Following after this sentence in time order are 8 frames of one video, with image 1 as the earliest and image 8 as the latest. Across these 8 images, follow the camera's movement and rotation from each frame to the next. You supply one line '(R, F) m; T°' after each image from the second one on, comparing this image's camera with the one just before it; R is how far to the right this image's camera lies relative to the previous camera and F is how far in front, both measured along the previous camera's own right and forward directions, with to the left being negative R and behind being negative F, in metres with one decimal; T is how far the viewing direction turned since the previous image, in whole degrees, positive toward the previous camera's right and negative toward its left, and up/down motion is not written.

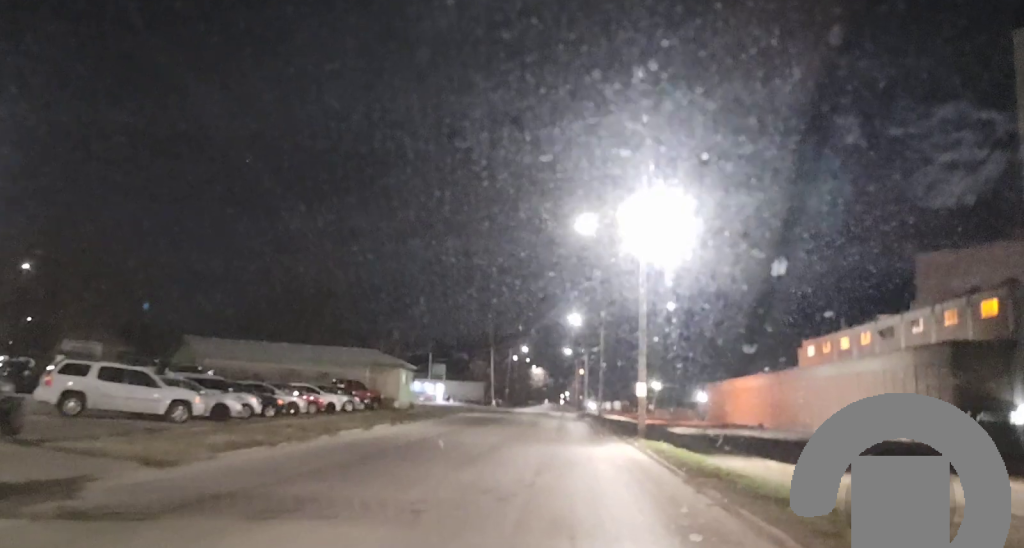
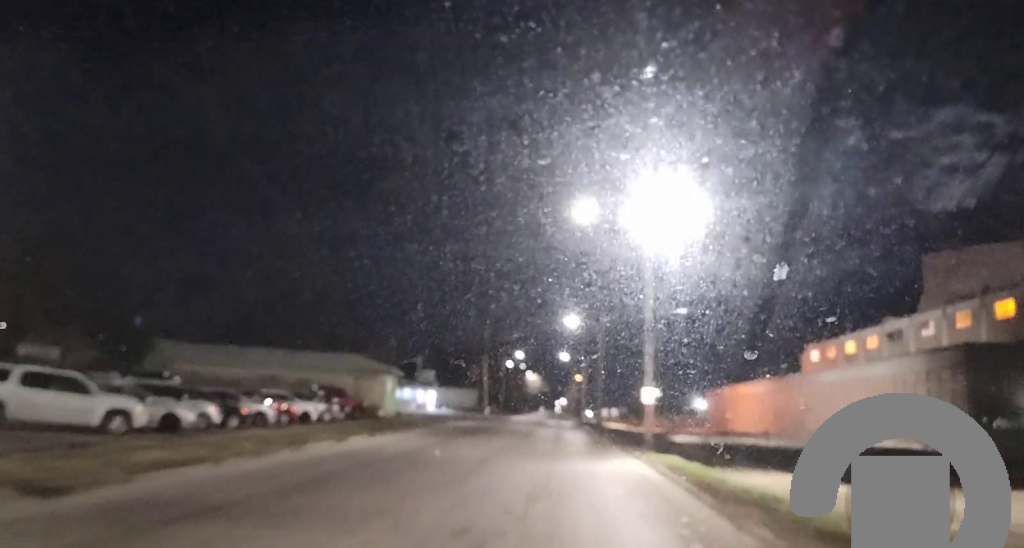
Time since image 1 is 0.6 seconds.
(0.0, +3.3) m; -3°
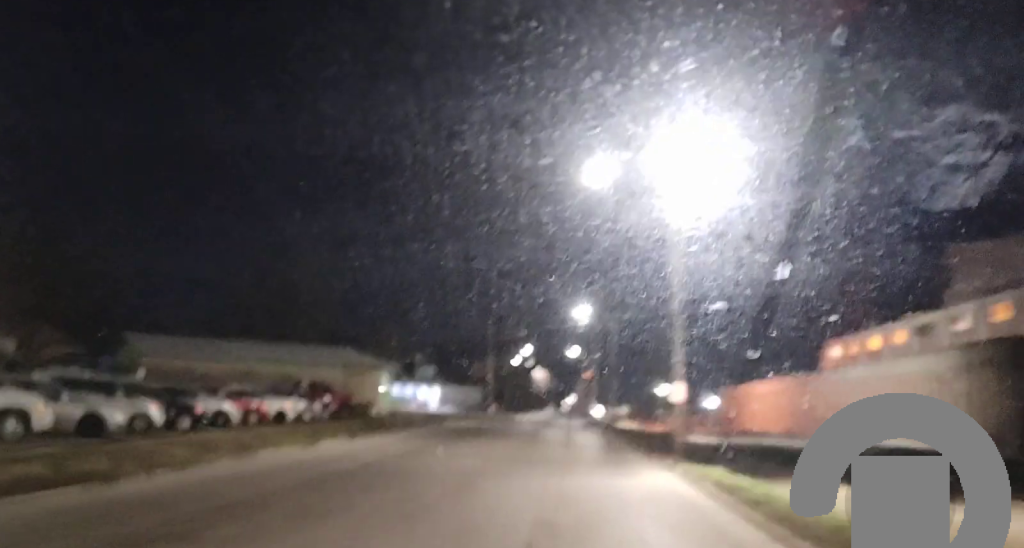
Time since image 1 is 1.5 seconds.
(-0.2, +5.3) m; -4°
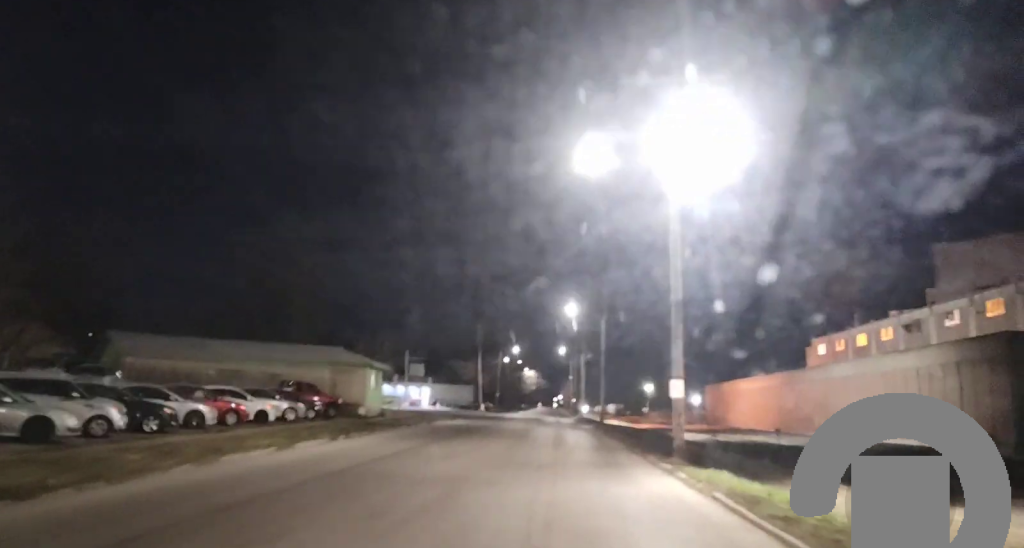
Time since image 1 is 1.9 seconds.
(0.0, +2.5) m; -1°
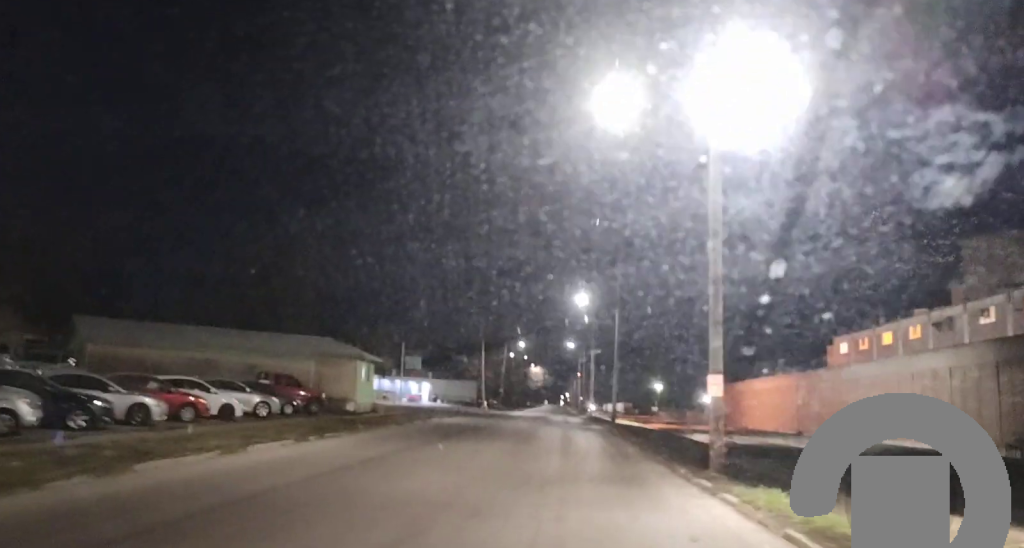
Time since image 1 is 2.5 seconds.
(-0.1, +4.2) m; 0°
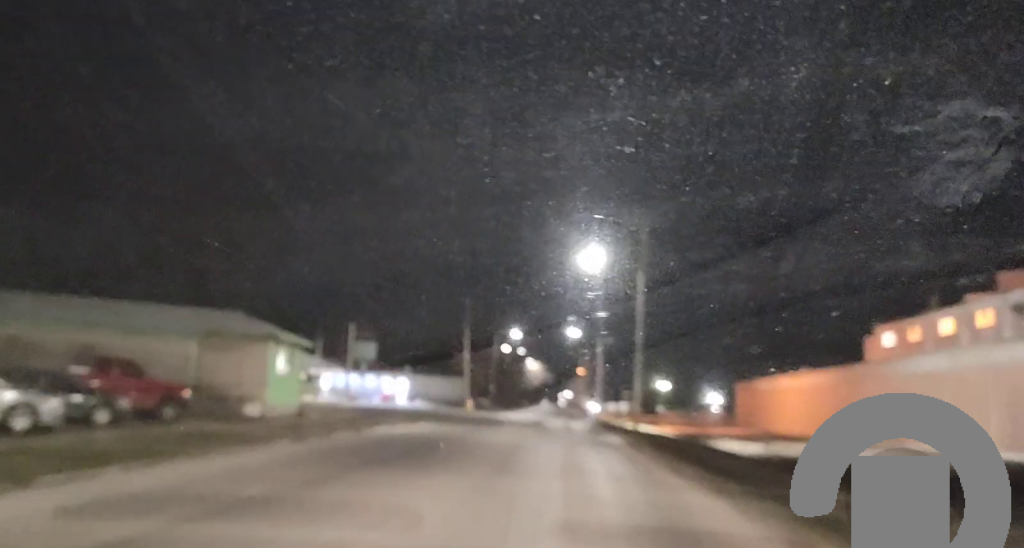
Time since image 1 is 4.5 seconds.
(+0.1, +15.1) m; 0°
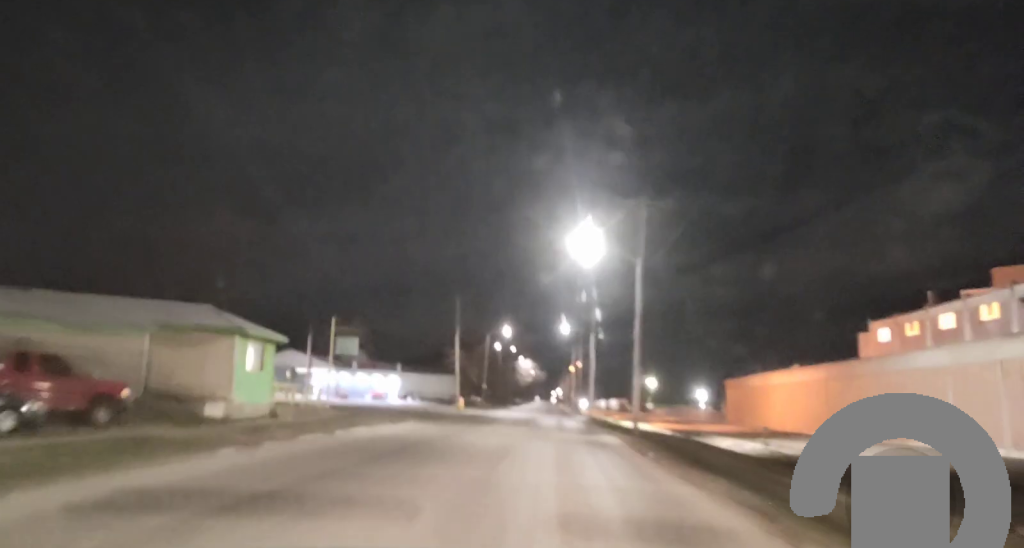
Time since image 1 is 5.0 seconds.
(0.0, +4.5) m; 0°
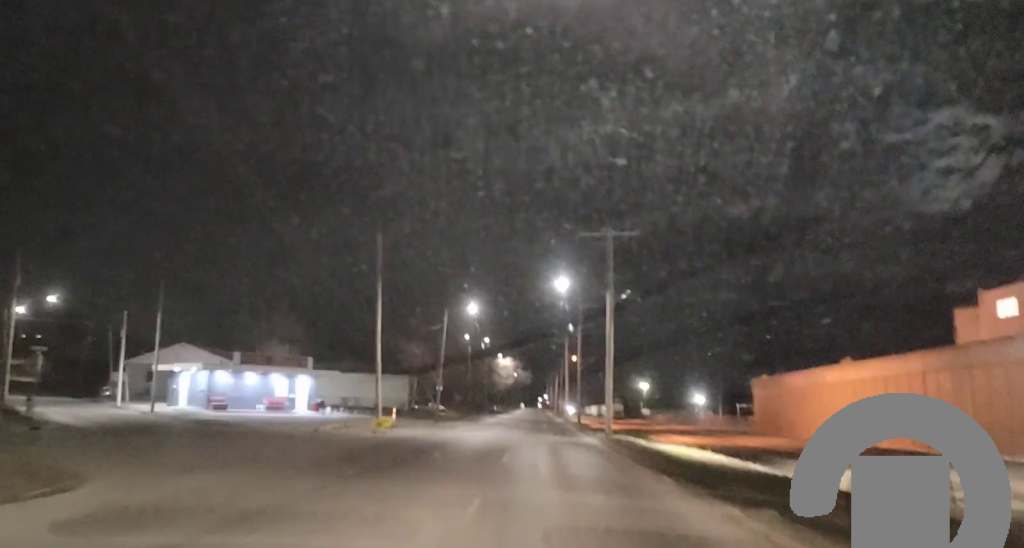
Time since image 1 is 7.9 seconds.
(+1.0, +29.5) m; +2°
